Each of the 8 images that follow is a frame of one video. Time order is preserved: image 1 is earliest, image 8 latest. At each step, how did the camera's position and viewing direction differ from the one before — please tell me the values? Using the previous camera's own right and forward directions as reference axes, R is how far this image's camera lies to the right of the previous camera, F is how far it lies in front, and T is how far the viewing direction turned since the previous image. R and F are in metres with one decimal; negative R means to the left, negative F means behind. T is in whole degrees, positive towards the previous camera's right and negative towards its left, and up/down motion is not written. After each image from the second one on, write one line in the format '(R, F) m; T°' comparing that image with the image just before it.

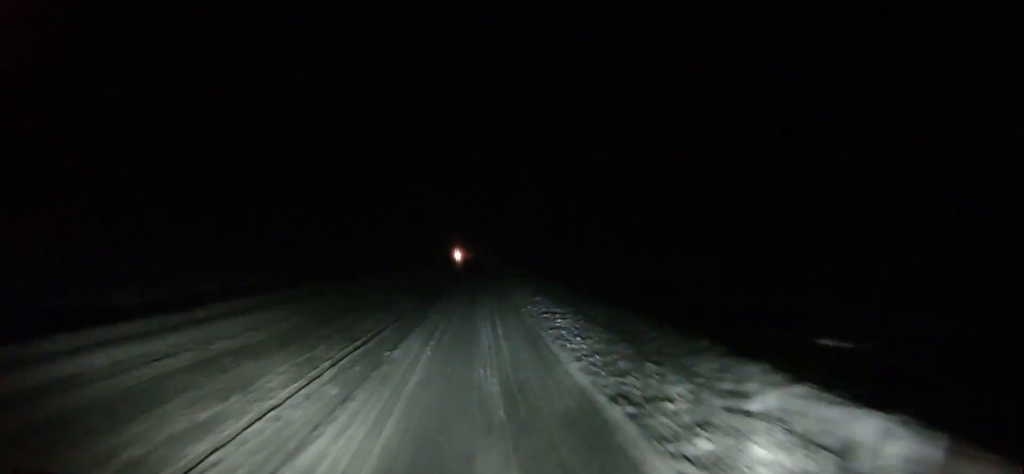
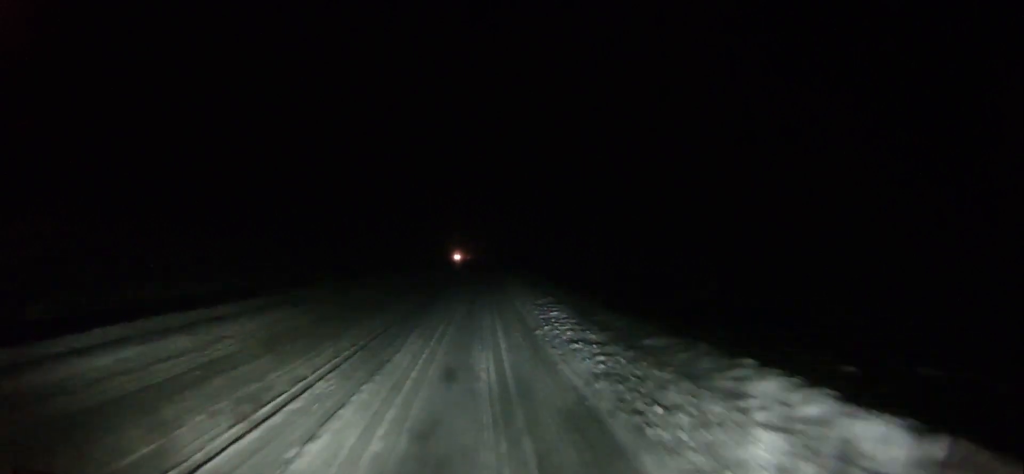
(-0.1, +8.1) m; 0°
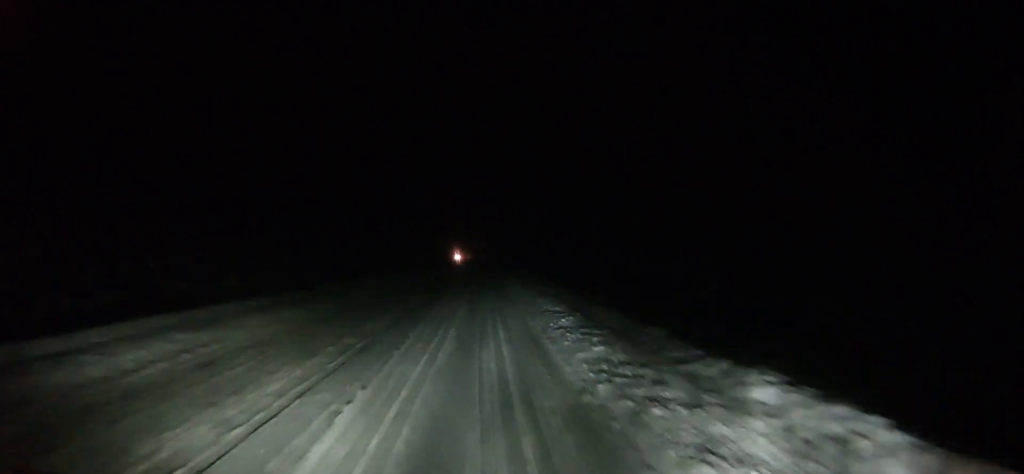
(+0.1, +9.9) m; +1°
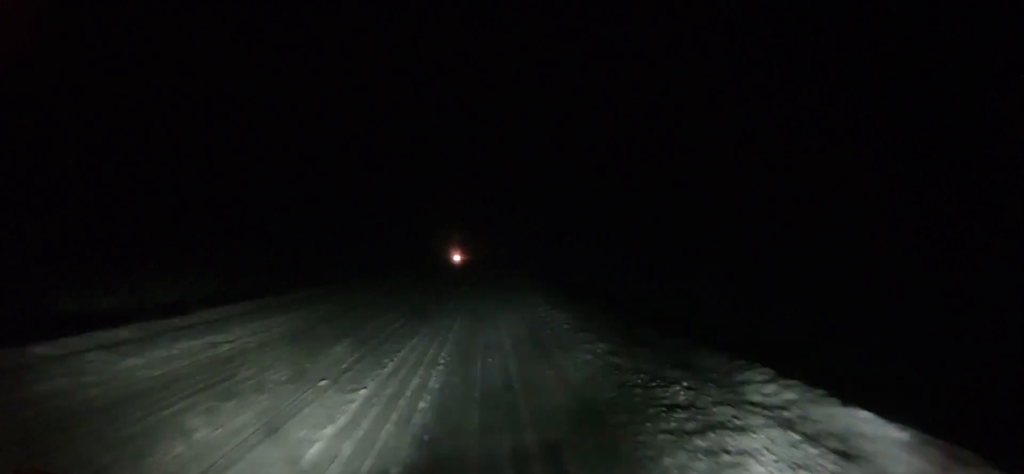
(-0.1, +17.6) m; -1°
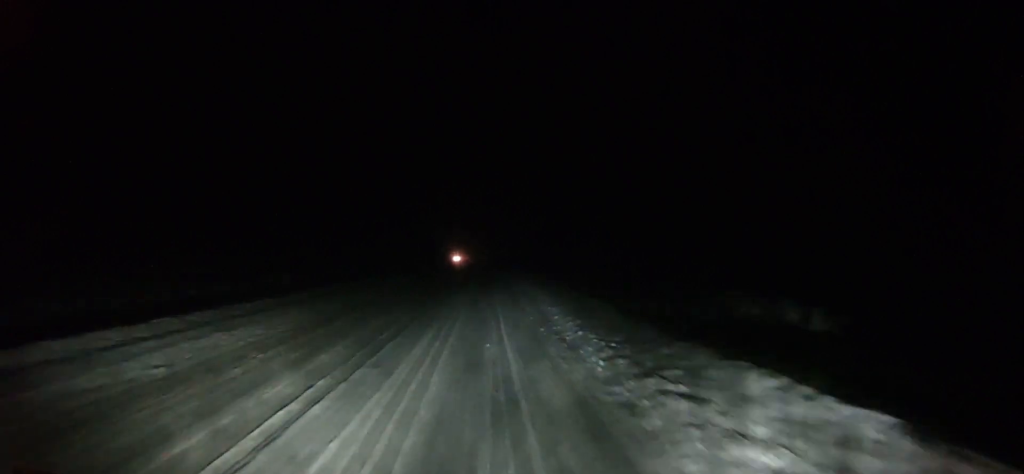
(0.0, +15.4) m; +1°
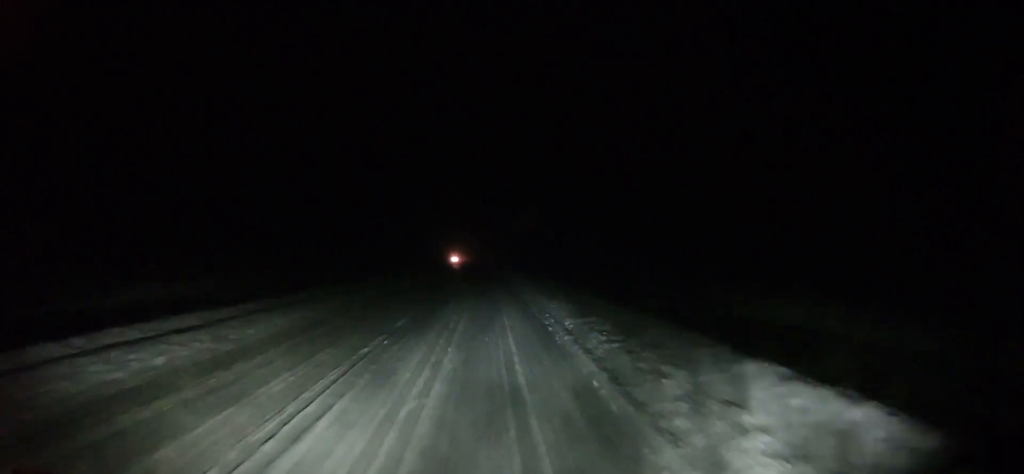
(-0.2, +23.0) m; -1°
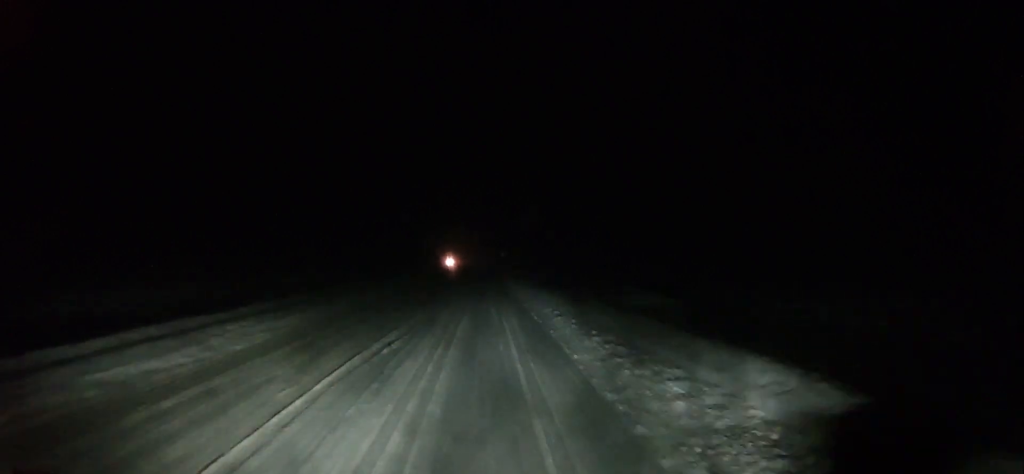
(+0.5, +19.6) m; +2°
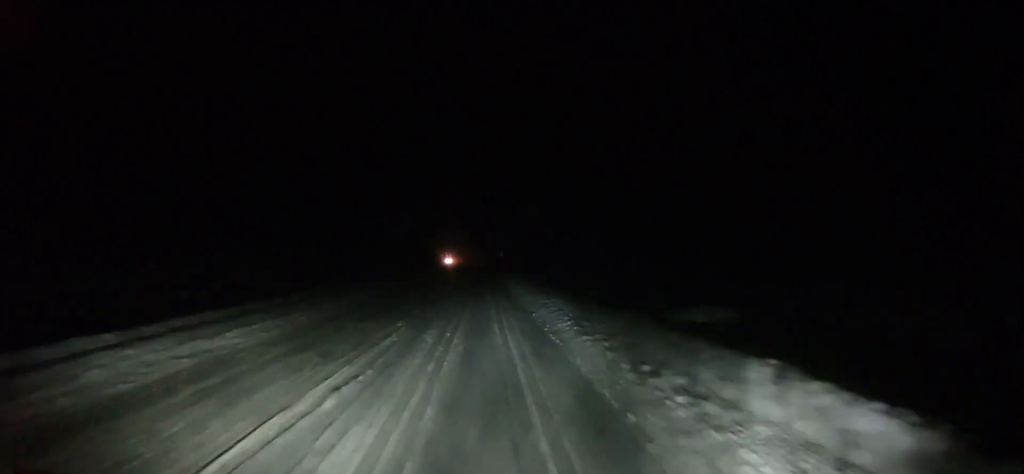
(+0.1, +6.2) m; 0°
